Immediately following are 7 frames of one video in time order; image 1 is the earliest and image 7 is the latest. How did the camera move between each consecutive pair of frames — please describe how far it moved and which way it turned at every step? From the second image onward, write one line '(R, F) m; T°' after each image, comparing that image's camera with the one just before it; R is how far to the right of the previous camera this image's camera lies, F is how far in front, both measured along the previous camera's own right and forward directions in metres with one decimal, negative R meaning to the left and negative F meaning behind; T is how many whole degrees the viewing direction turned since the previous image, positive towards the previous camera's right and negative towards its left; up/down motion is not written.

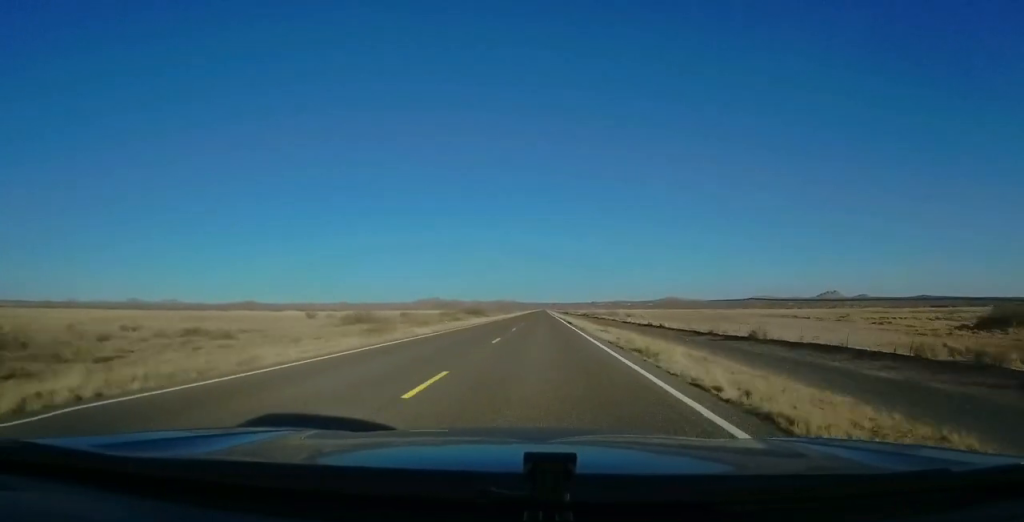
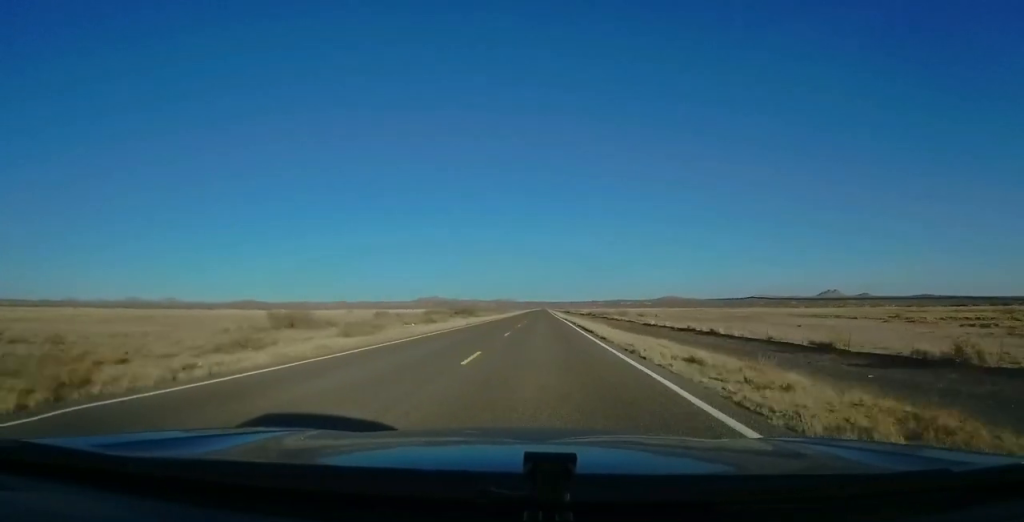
(0.0, +19.9) m; 0°
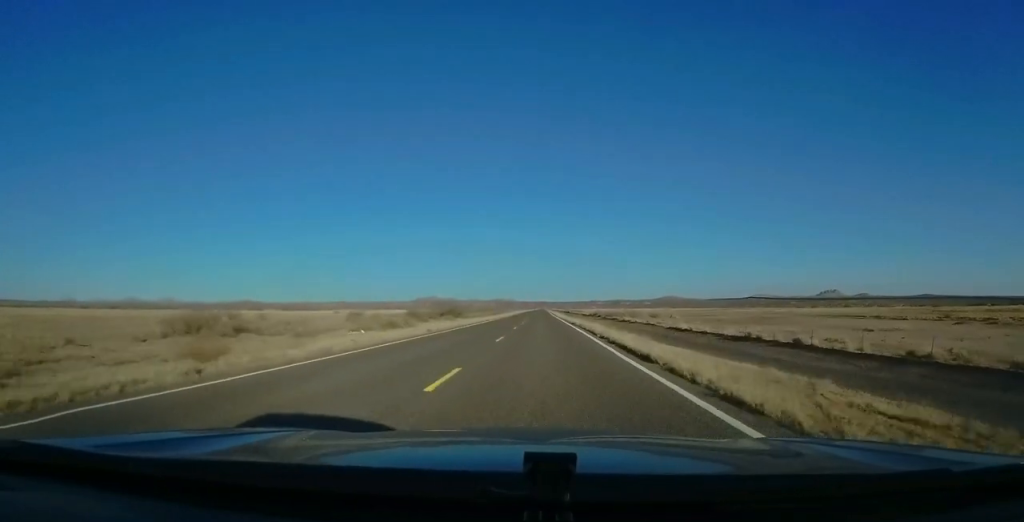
(0.0, +16.1) m; 0°
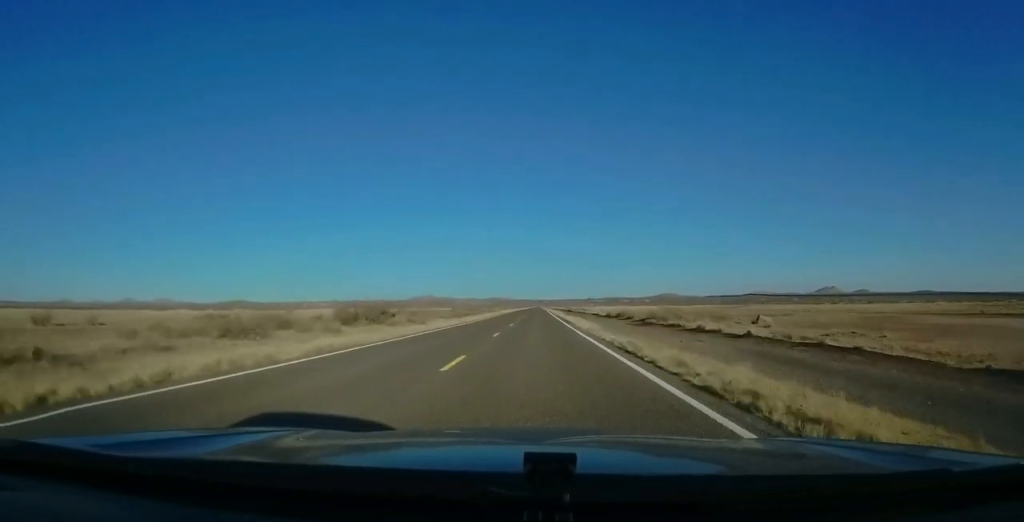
(-0.1, +46.5) m; 0°
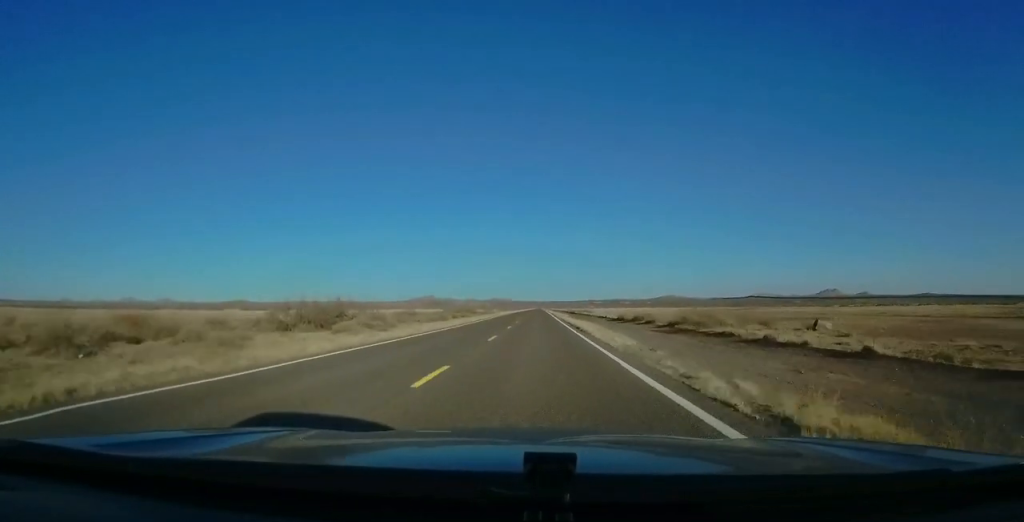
(-0.1, +14.3) m; 0°
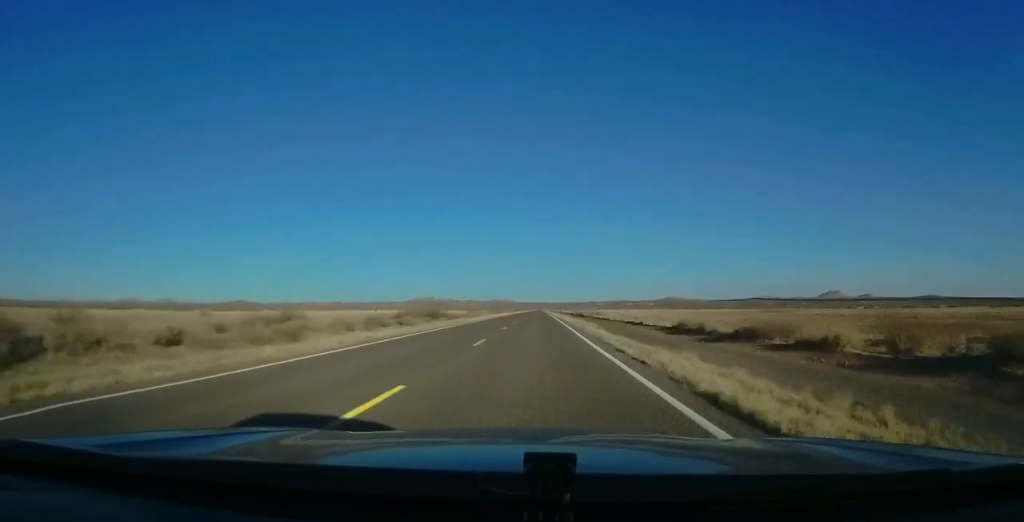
(+0.3, +40.1) m; 0°
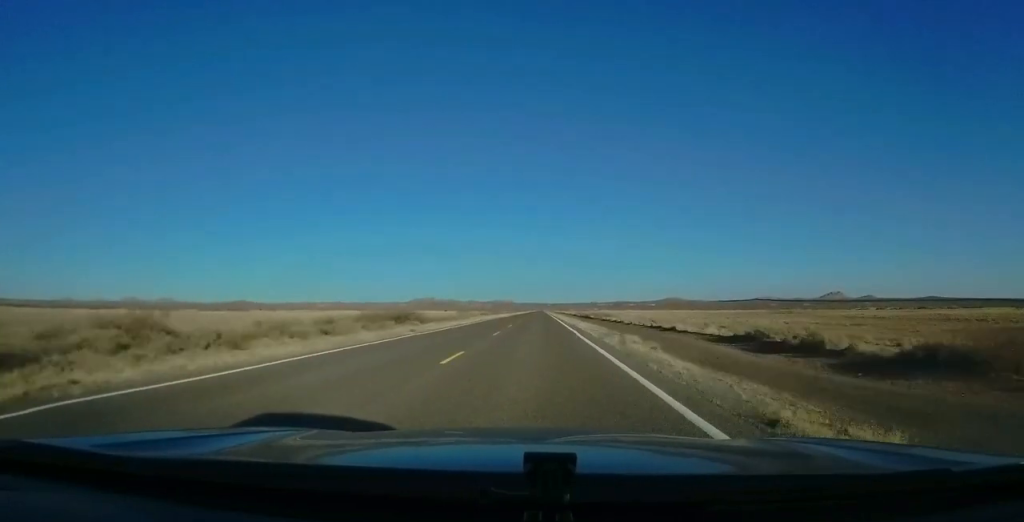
(-0.2, +18.1) m; -1°
